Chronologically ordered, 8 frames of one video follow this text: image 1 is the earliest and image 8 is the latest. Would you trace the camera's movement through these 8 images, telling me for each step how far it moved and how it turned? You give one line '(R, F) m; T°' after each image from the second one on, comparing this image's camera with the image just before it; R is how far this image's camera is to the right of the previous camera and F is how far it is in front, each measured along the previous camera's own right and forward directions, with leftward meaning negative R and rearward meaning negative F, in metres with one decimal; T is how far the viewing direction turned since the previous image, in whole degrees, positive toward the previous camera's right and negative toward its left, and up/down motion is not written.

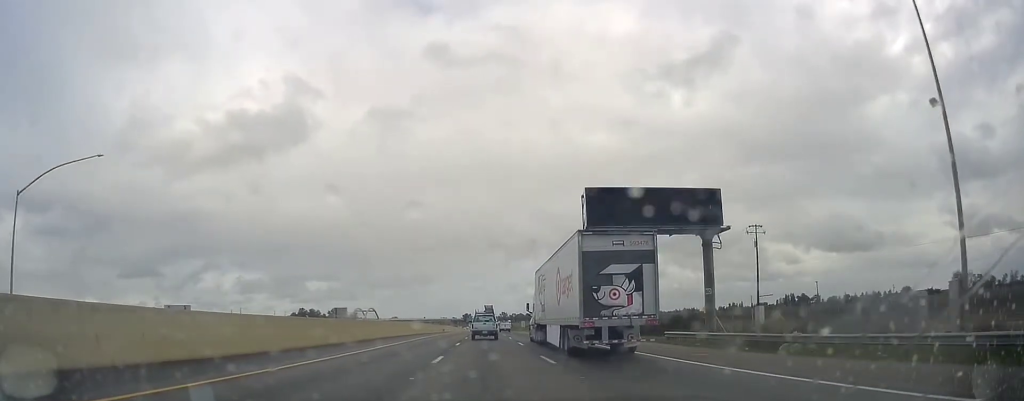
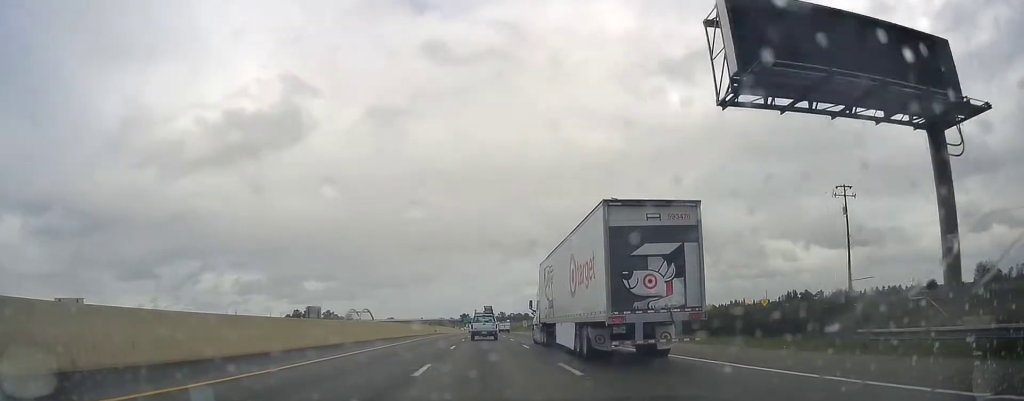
(-0.1, +17.8) m; 0°
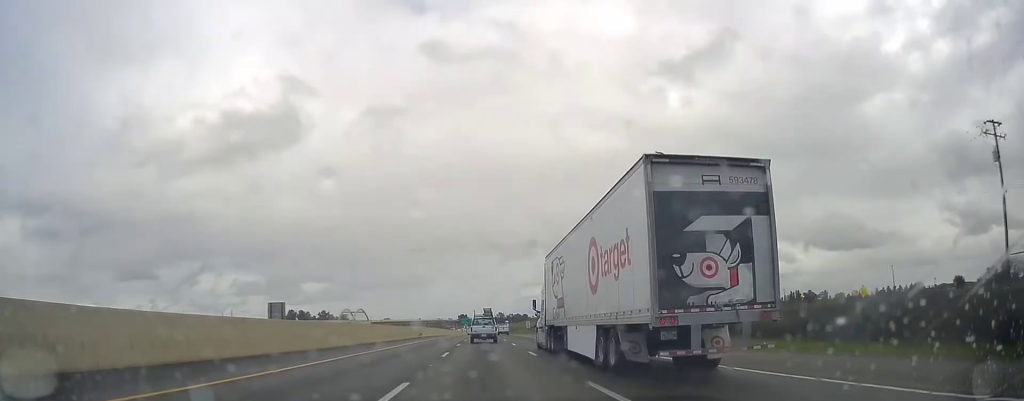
(+0.1, +20.0) m; 0°
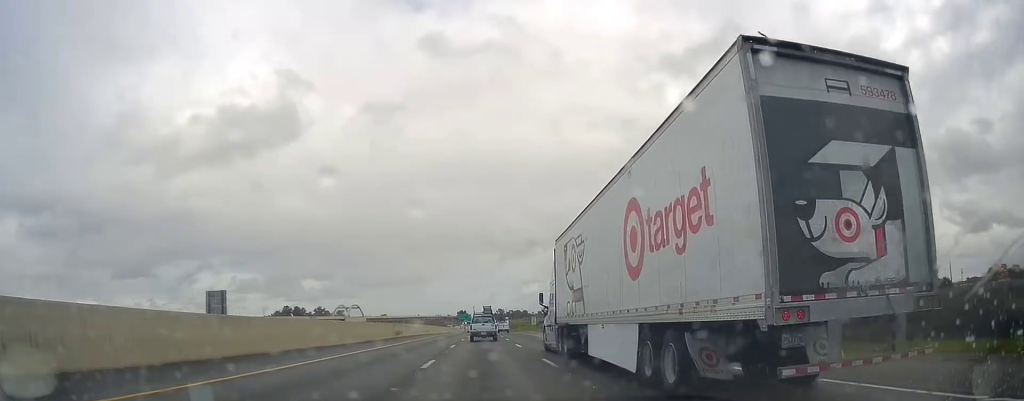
(0.0, +22.2) m; 0°
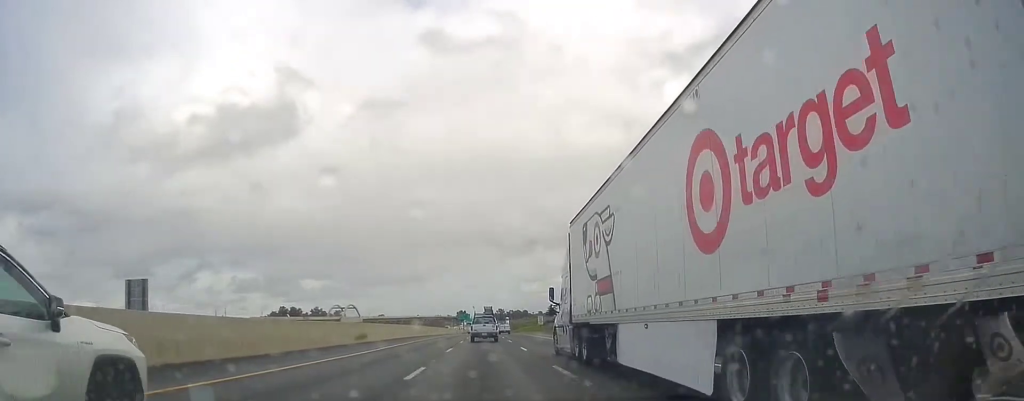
(-0.2, +18.1) m; 0°
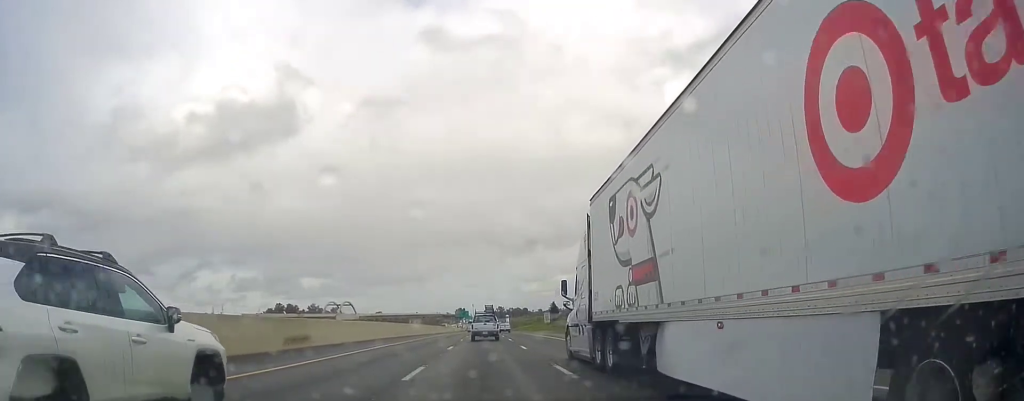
(+0.1, +14.8) m; 0°
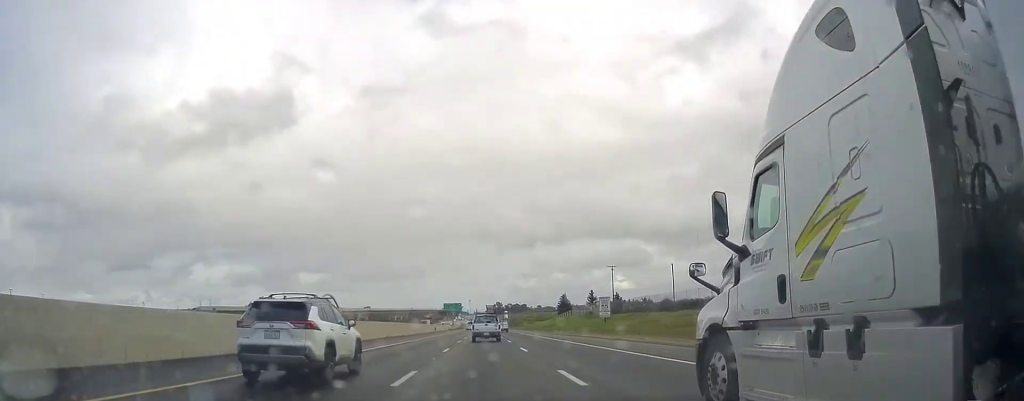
(+0.4, +60.5) m; 0°
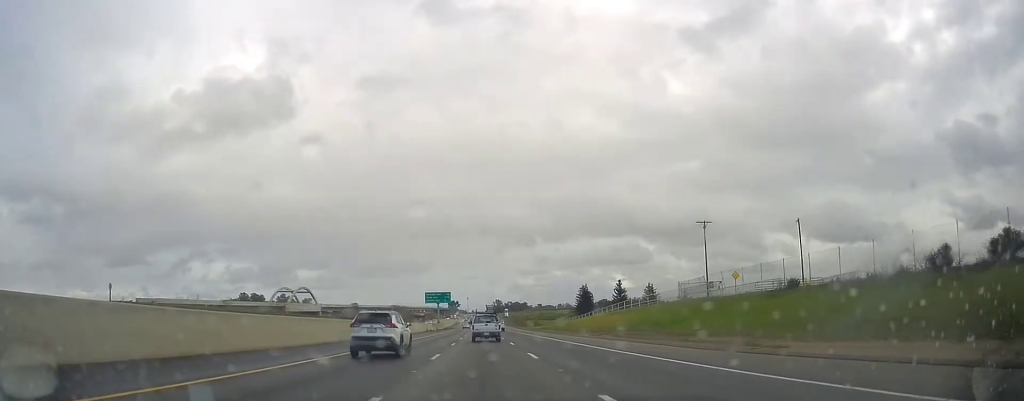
(+0.1, +65.5) m; 0°
